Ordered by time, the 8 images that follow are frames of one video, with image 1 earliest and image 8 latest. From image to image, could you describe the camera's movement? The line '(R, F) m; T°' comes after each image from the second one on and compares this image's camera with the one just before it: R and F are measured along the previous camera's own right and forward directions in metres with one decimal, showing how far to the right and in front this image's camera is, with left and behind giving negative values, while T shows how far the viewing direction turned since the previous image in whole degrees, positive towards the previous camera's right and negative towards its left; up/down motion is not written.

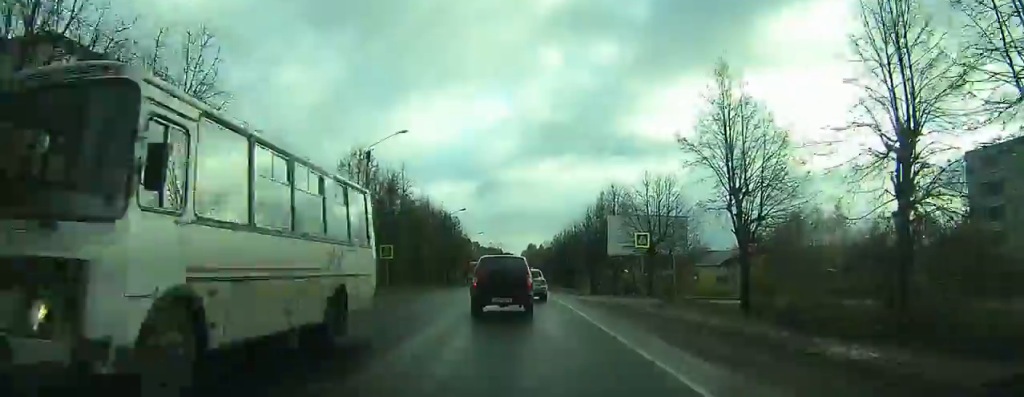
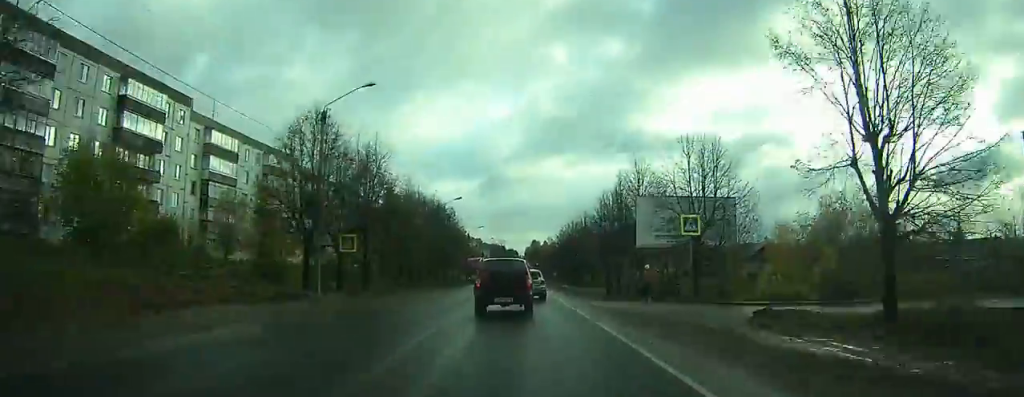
(+0.1, +9.2) m; 0°
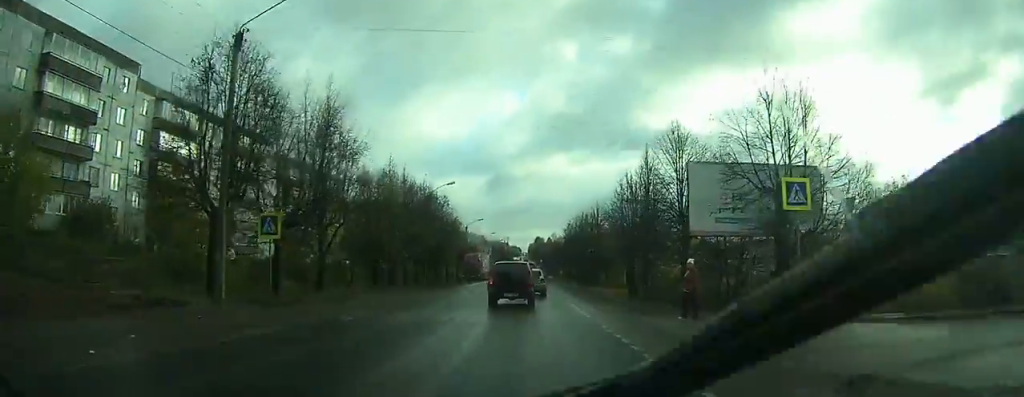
(0.0, +9.3) m; 0°
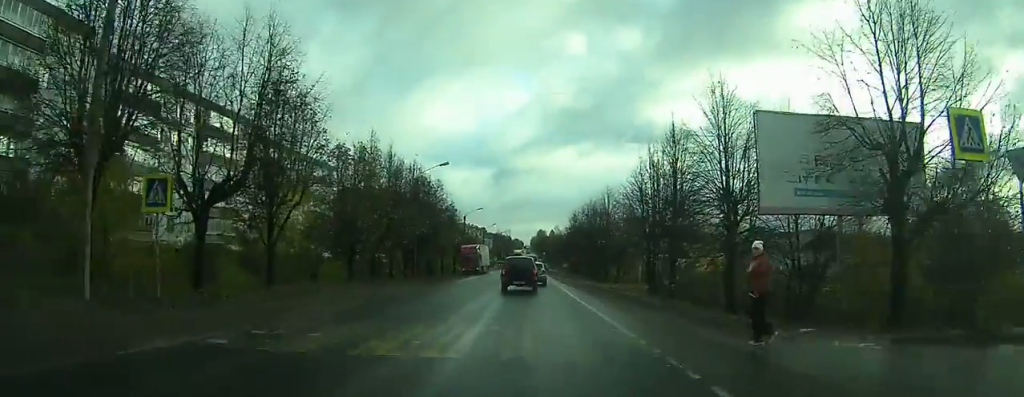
(0.0, +7.4) m; 0°
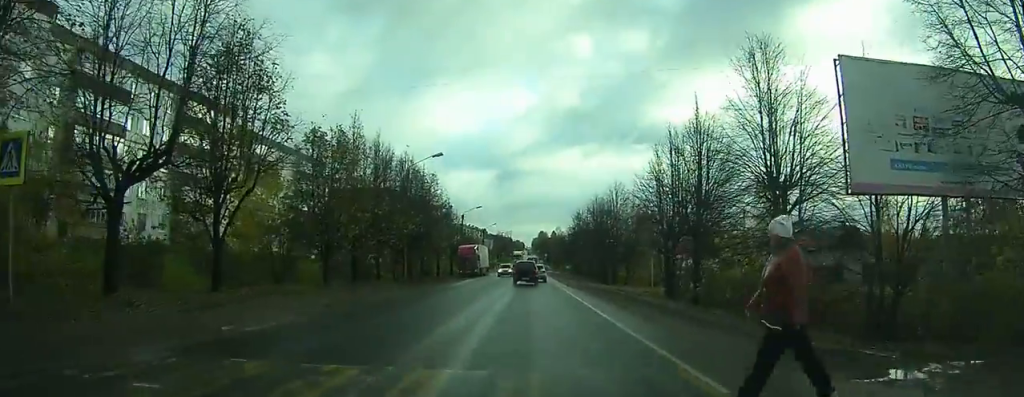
(-0.1, +6.9) m; 0°
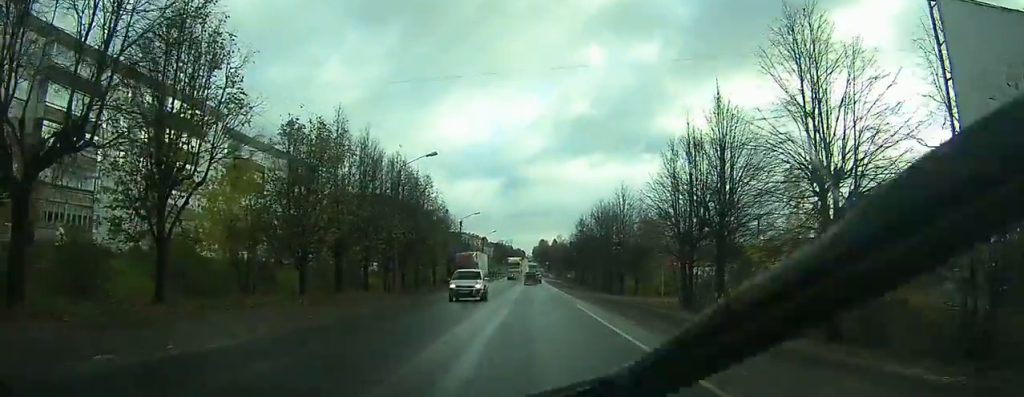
(+0.3, +12.0) m; +2°
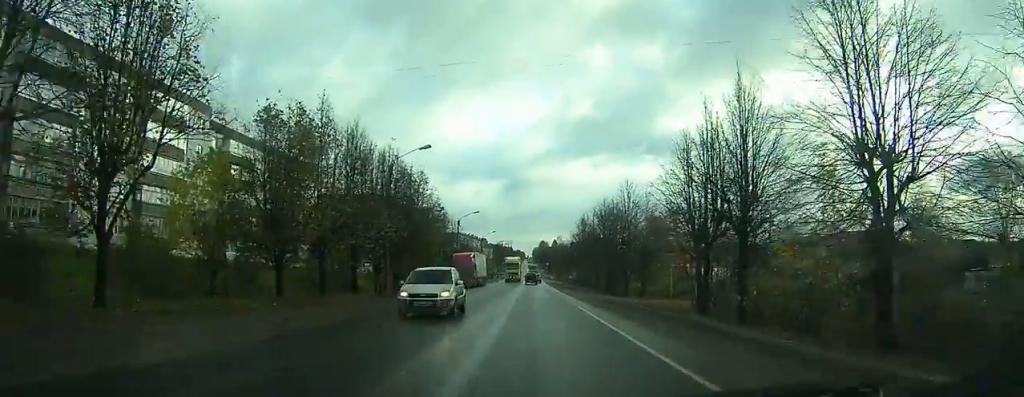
(0.0, +2.9) m; 0°
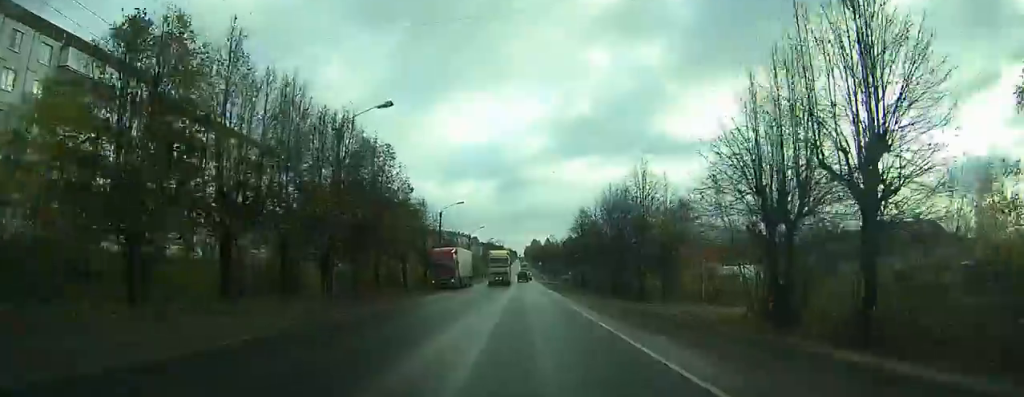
(+0.1, +9.1) m; -1°
